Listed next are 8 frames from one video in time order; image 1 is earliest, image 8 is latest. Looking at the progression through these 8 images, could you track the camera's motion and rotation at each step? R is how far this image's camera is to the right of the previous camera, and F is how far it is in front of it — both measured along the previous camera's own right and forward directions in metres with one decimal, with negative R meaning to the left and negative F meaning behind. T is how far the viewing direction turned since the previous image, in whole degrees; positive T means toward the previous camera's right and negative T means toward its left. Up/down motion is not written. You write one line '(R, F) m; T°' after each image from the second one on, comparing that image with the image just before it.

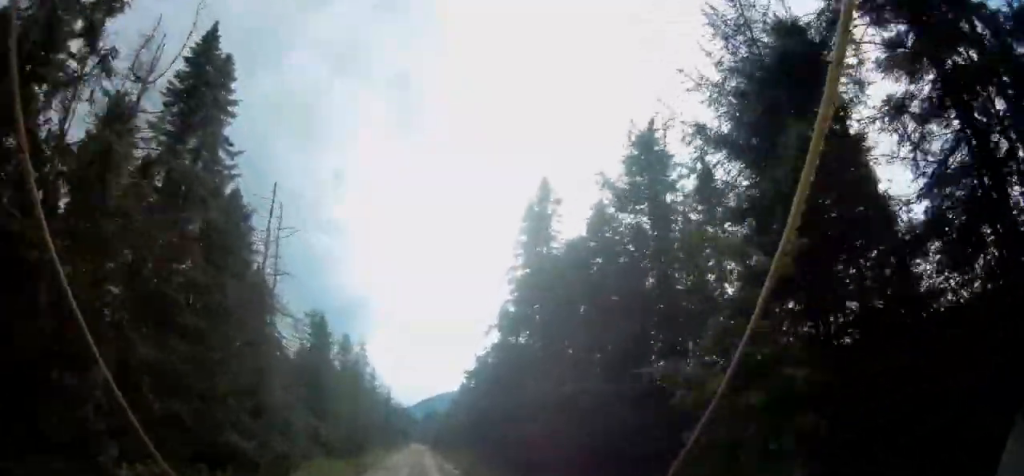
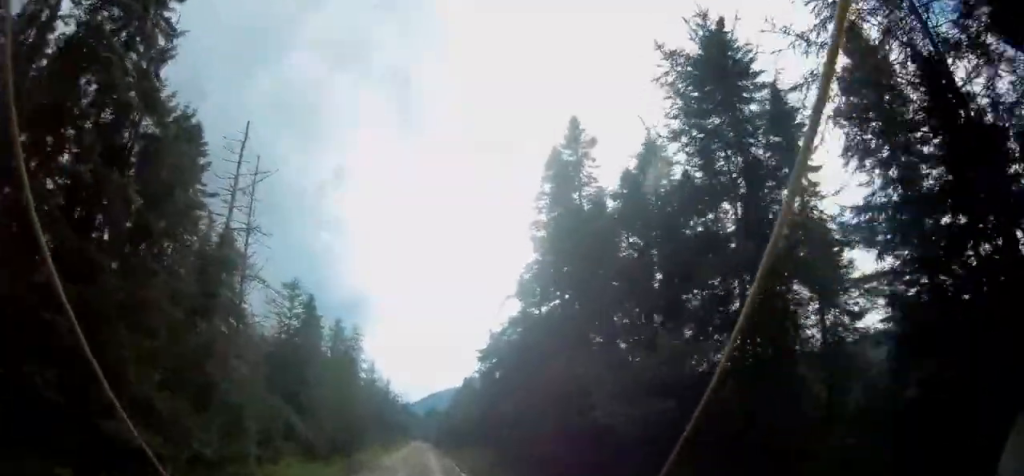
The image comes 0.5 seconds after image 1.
(0.0, +5.9) m; 0°
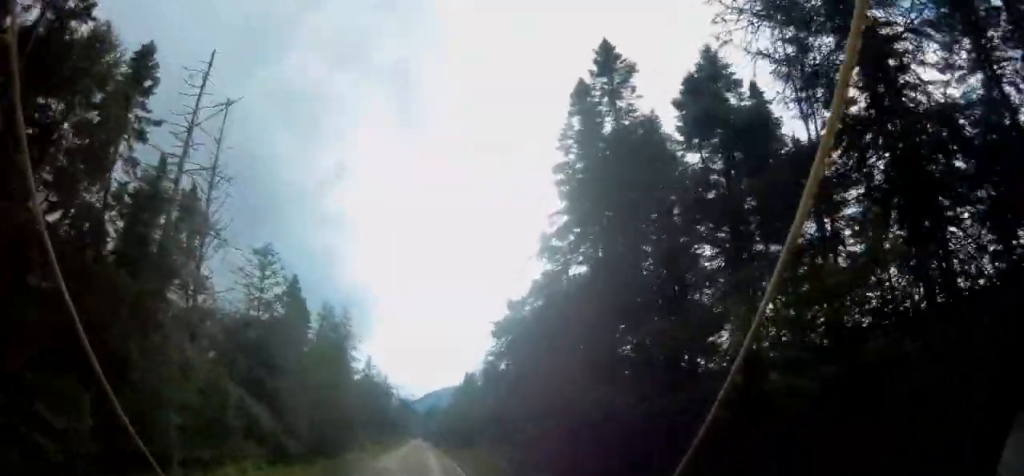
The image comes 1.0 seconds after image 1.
(0.0, +5.3) m; 0°
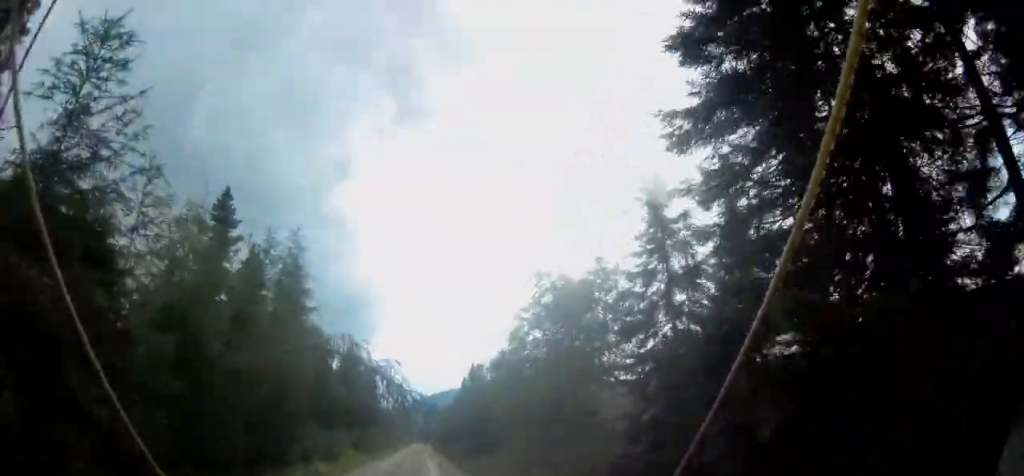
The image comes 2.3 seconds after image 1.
(-0.2, +15.1) m; -1°
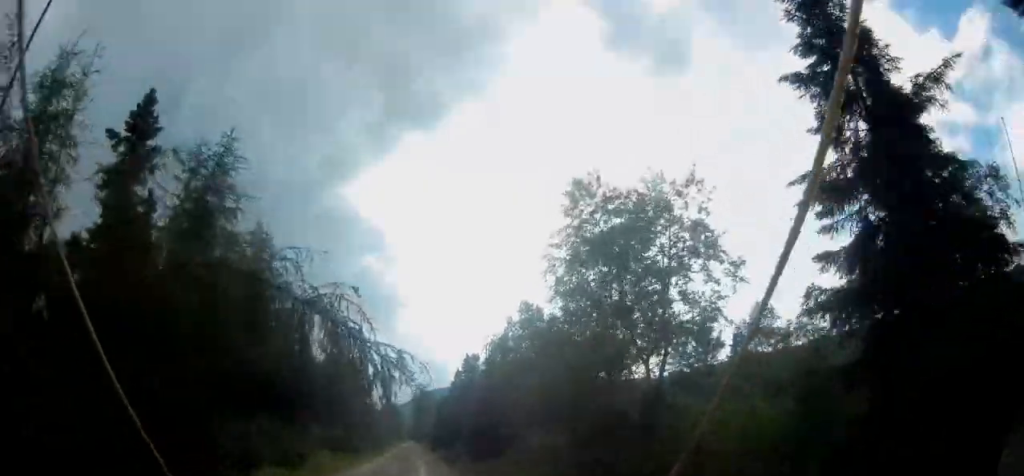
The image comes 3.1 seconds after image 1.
(+0.1, +8.3) m; +1°
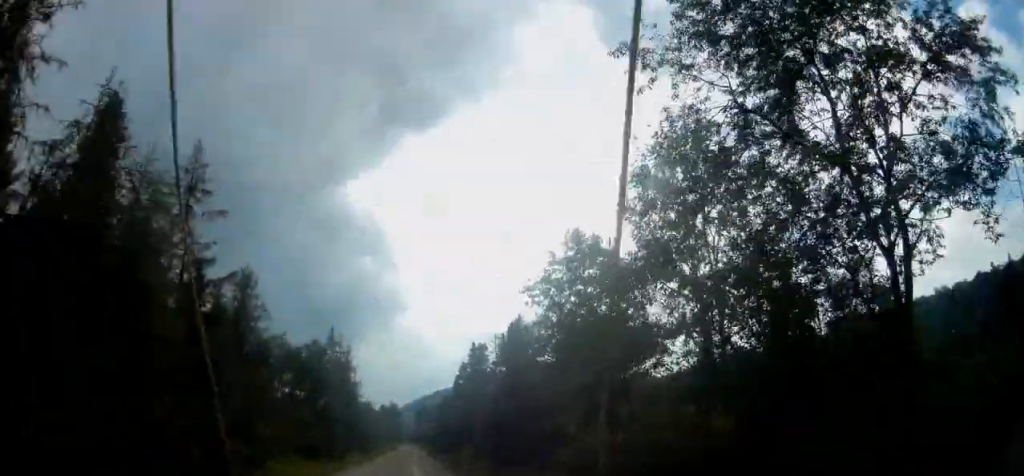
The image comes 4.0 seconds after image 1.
(+0.1, +10.6) m; 0°
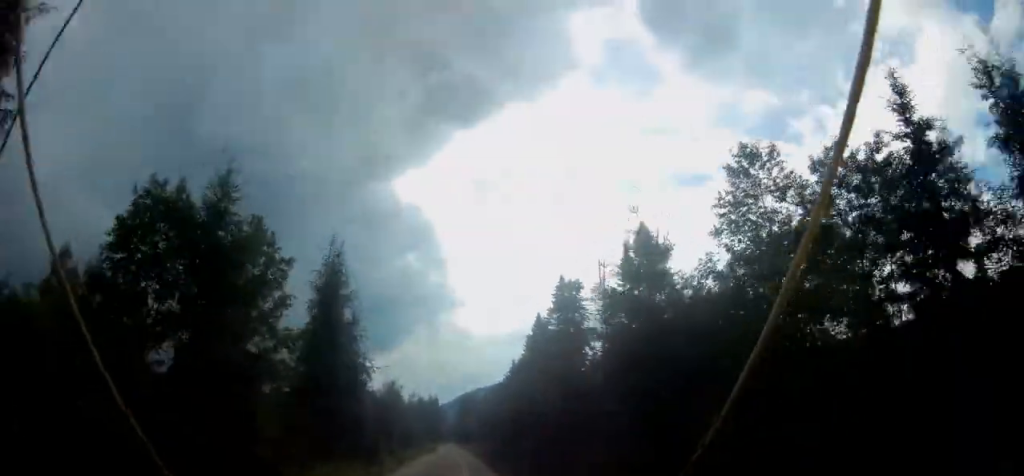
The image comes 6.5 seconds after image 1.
(-1.0, +28.5) m; -3°
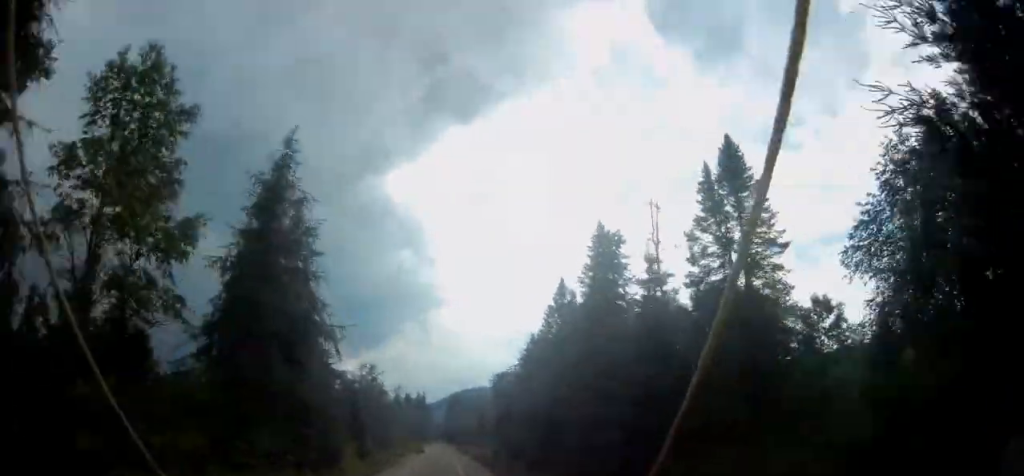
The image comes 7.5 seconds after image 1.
(+0.3, +11.5) m; 0°
